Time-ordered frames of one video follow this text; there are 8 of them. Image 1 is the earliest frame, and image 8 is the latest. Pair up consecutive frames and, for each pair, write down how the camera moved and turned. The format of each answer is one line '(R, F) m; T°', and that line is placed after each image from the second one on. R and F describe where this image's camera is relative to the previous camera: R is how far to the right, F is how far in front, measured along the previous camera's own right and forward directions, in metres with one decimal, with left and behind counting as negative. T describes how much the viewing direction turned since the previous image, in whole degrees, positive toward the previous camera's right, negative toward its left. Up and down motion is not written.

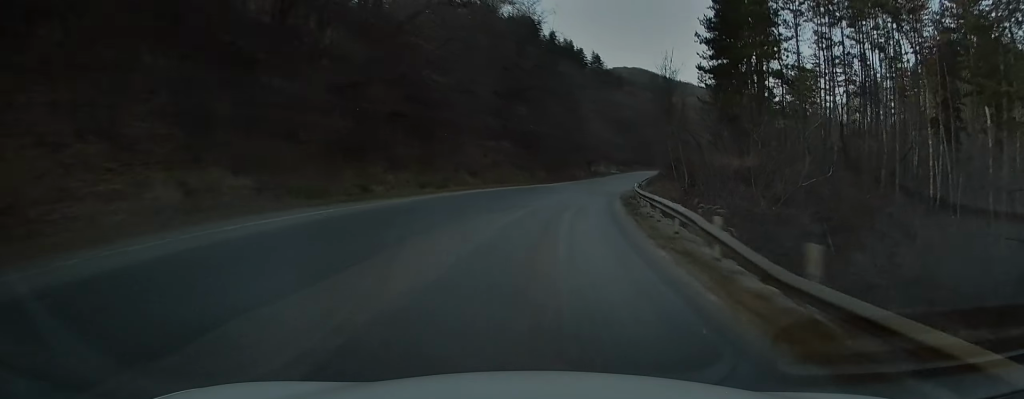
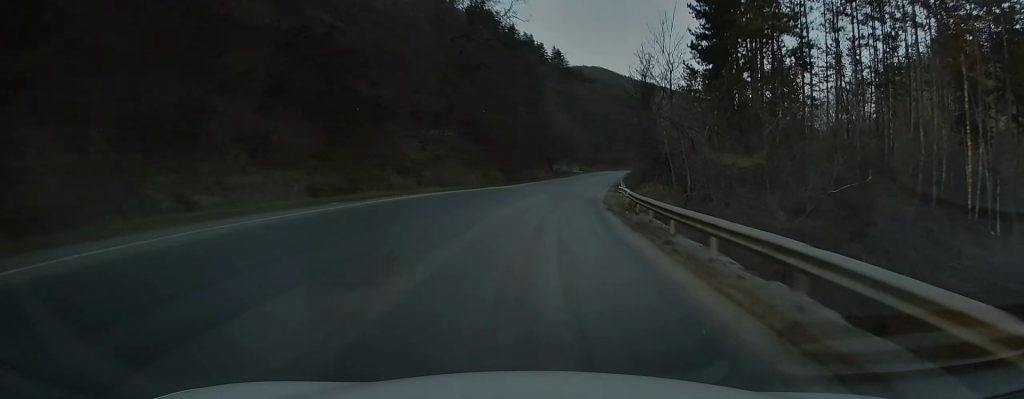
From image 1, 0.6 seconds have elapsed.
(+0.4, +10.7) m; +3°
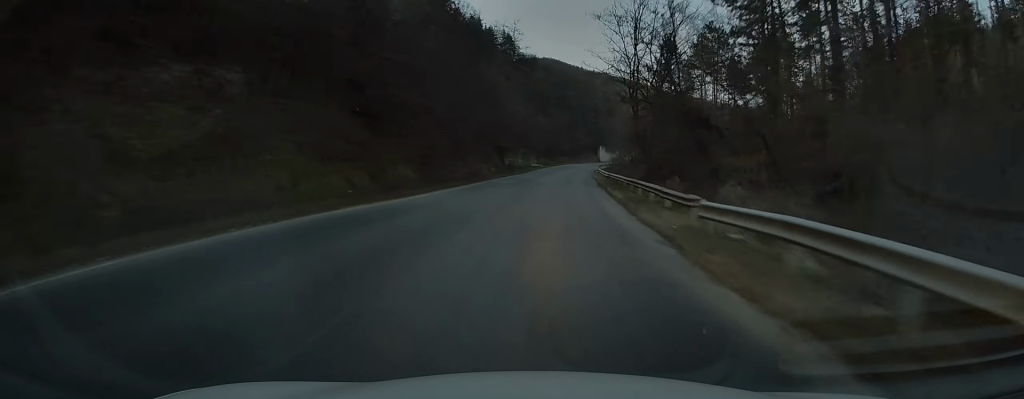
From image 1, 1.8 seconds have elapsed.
(+1.2, +23.0) m; +5°
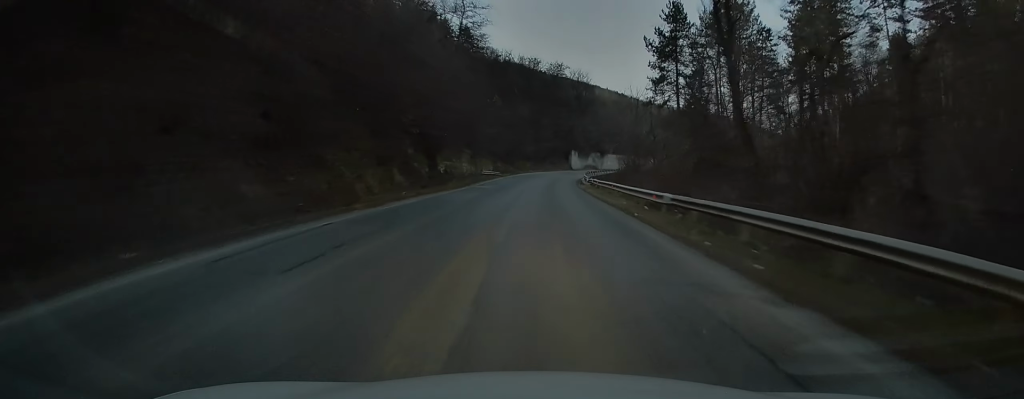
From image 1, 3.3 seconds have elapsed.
(+0.9, +29.5) m; +3°
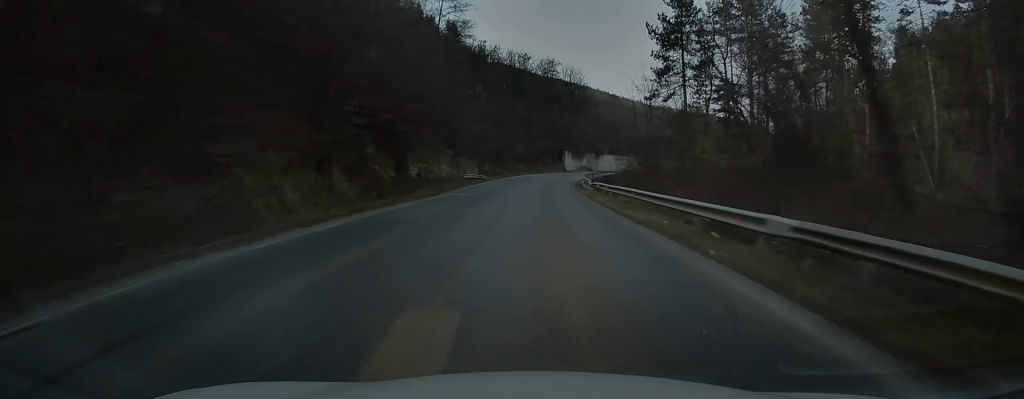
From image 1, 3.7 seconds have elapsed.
(0.0, +8.6) m; +1°
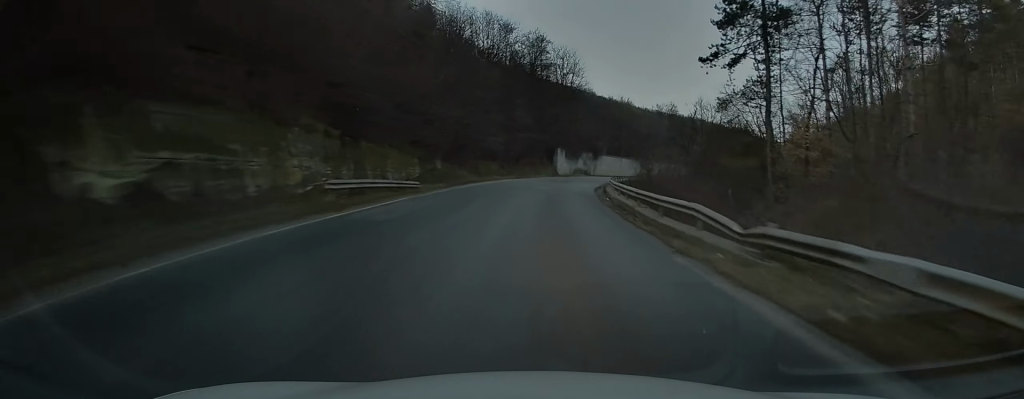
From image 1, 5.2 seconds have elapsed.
(+0.6, +29.8) m; +3°
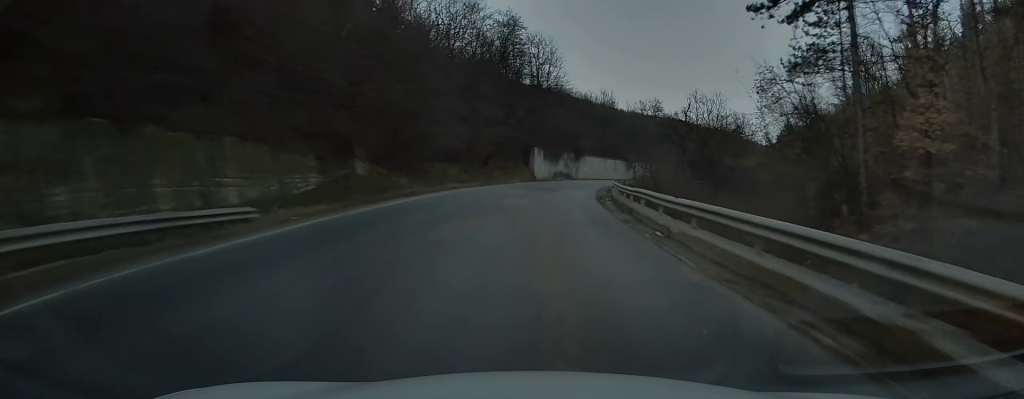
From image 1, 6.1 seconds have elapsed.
(+0.2, +16.0) m; +2°
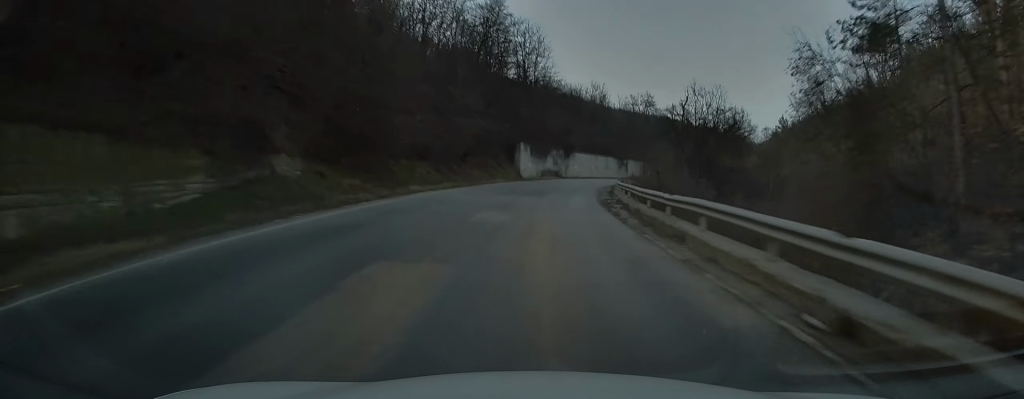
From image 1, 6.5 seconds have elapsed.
(+0.2, +8.3) m; +1°
